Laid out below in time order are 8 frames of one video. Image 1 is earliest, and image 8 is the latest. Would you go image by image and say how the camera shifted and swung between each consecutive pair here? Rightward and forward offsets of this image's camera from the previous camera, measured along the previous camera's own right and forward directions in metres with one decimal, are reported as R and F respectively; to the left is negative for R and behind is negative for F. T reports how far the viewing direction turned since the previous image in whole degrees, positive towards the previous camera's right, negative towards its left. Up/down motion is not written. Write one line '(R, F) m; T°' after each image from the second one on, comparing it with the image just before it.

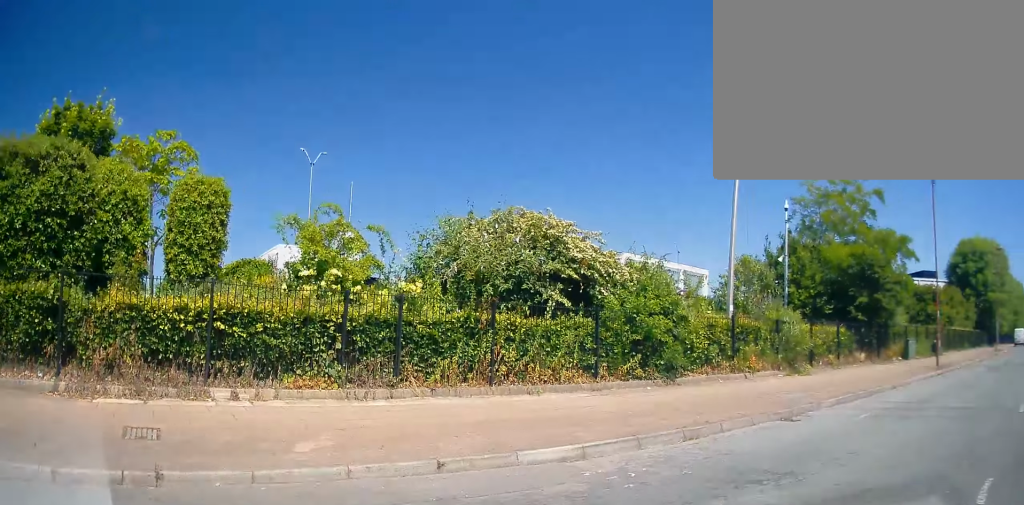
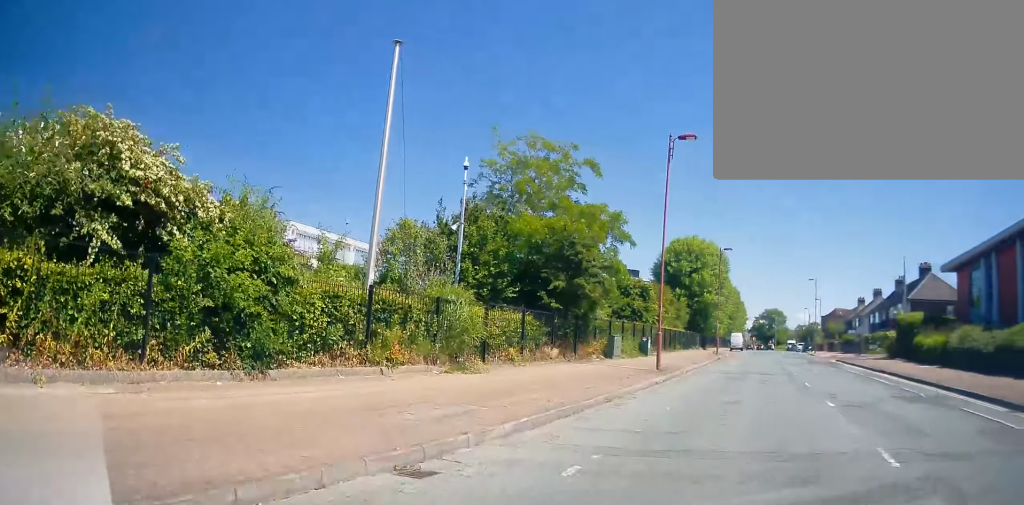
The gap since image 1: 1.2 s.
(+1.0, +4.9) m; +24°
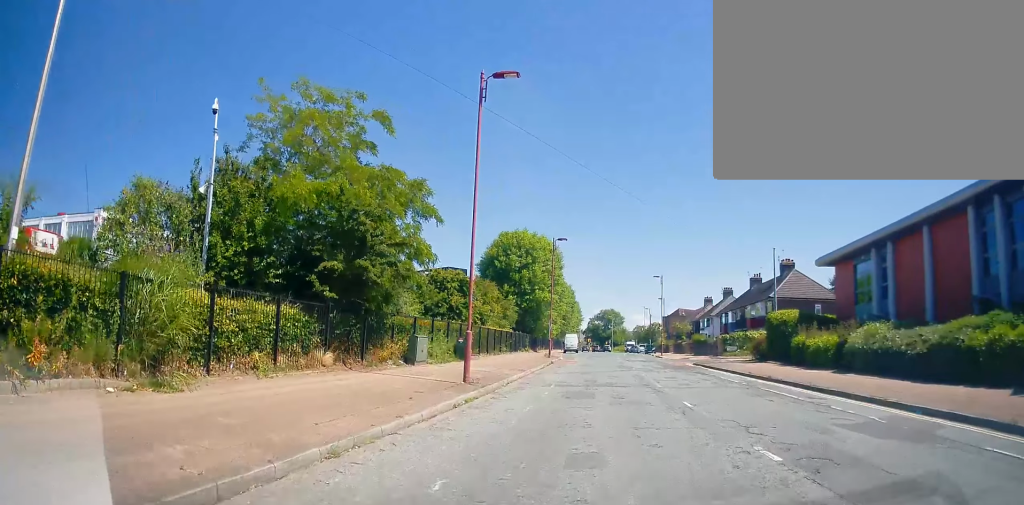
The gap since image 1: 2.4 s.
(+1.0, +5.8) m; +13°
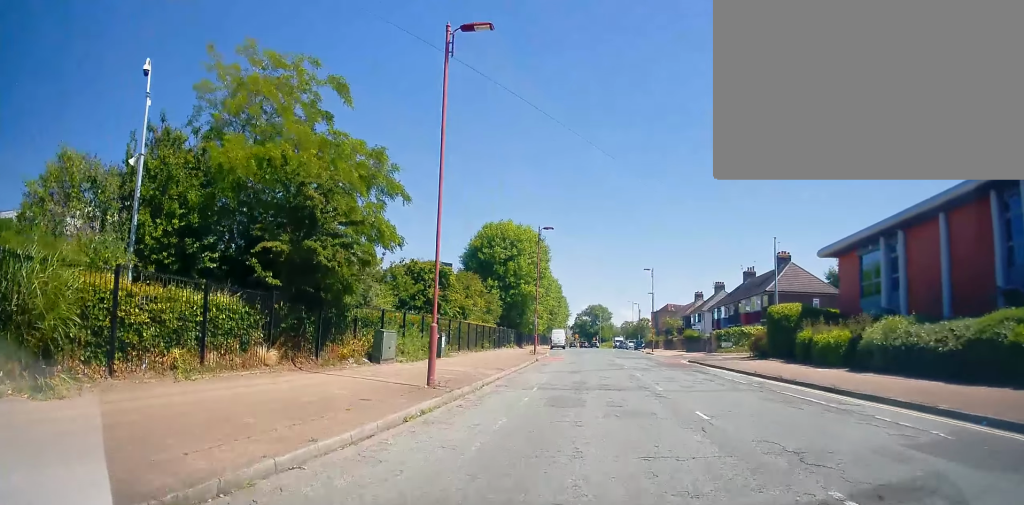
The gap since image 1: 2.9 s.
(0.0, +2.6) m; +3°
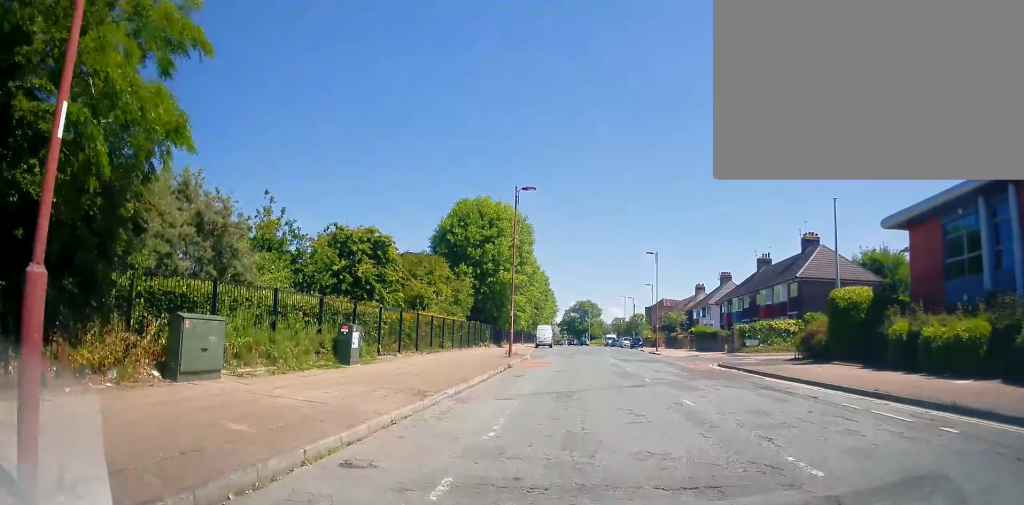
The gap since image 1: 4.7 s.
(+0.4, +10.5) m; +1°
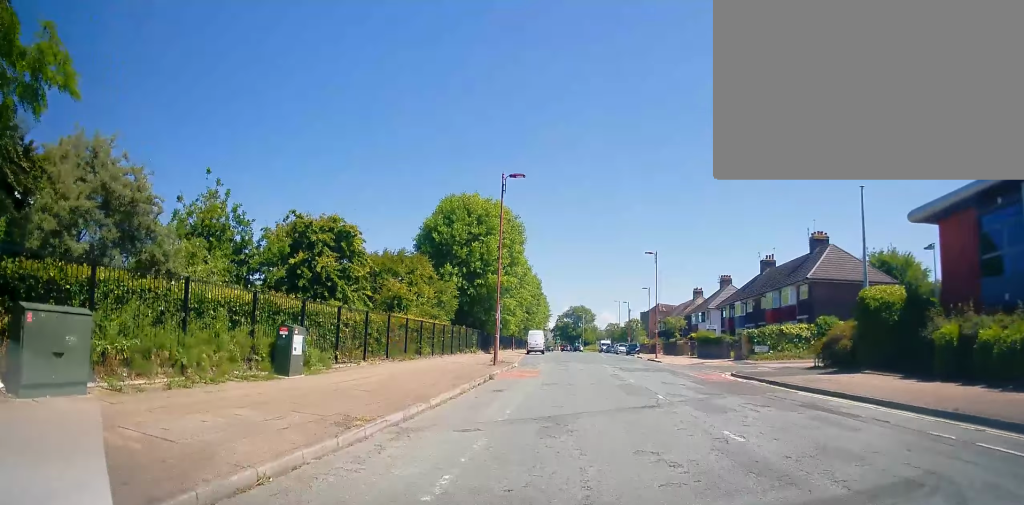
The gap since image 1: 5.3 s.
(0.0, +3.6) m; 0°
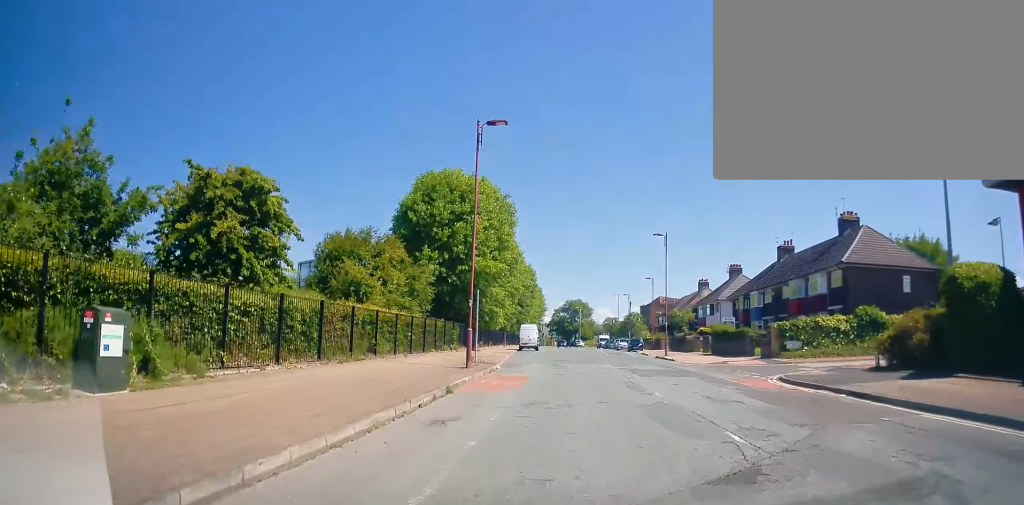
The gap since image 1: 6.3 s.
(0.0, +6.5) m; 0°
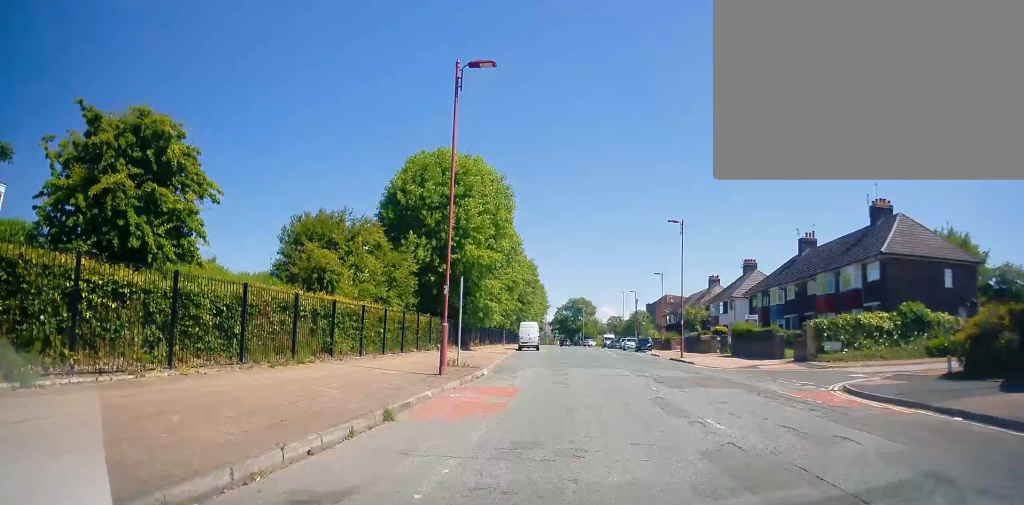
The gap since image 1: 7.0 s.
(0.0, +4.8) m; 0°
